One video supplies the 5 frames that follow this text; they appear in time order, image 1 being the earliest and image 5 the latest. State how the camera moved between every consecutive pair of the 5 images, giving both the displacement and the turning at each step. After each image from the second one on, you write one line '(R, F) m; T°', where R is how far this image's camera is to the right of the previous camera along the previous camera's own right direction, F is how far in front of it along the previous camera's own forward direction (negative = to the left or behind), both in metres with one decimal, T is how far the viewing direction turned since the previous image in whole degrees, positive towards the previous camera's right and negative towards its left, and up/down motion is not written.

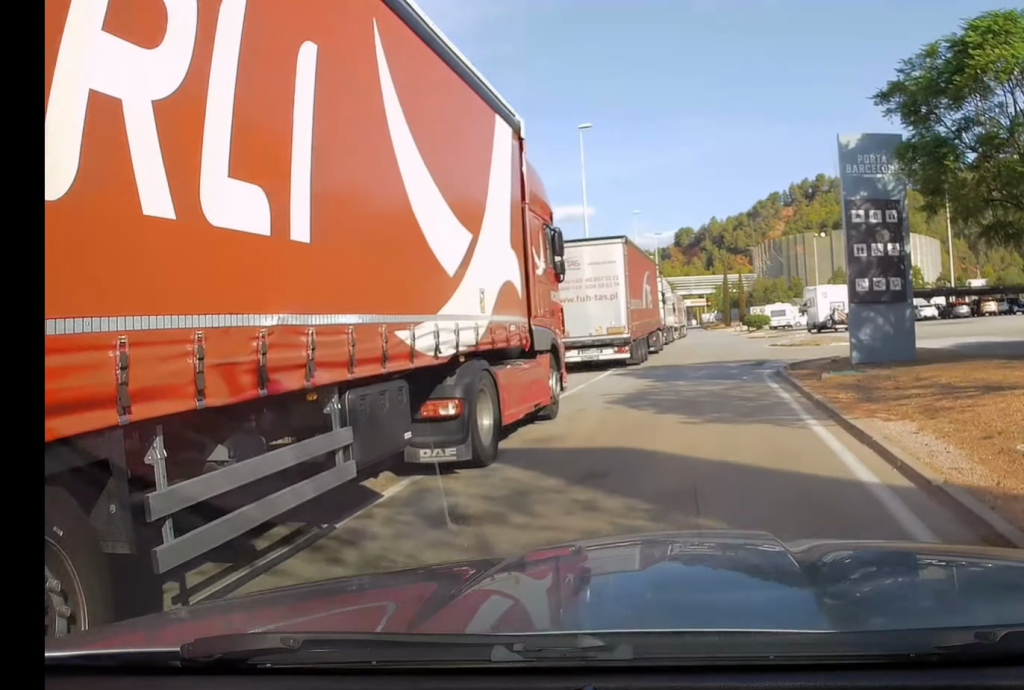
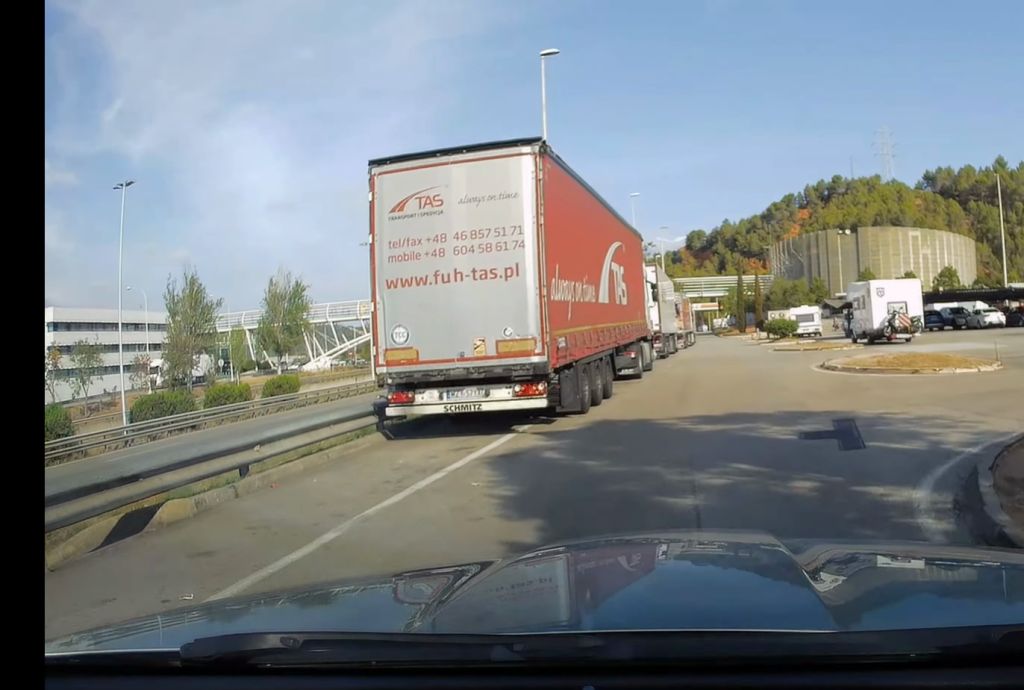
(0.0, +13.1) m; -1°
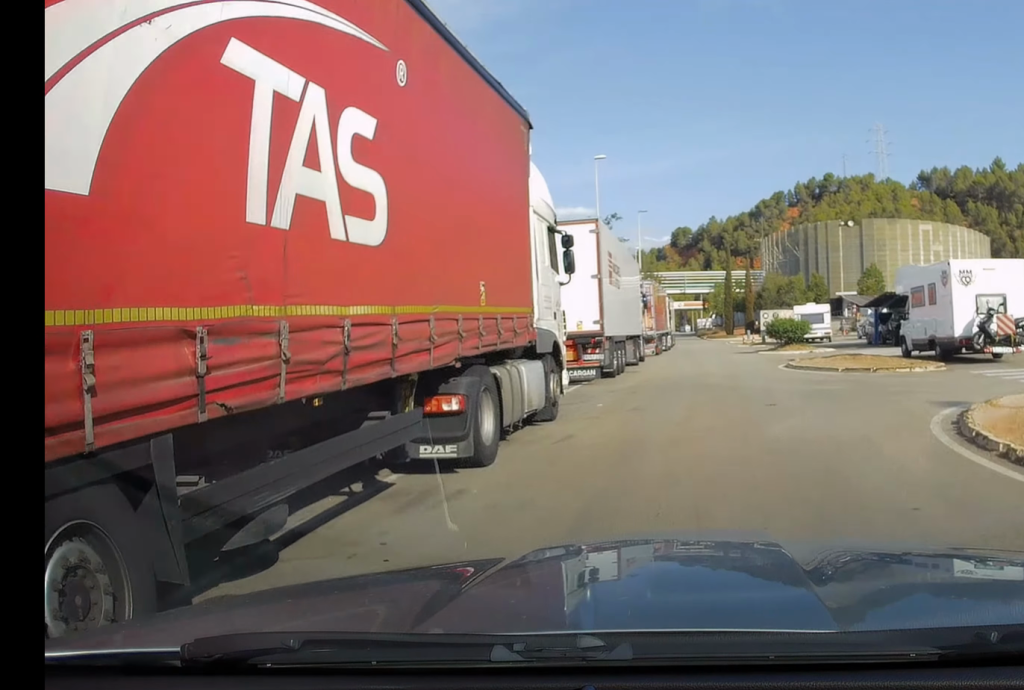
(+0.1, +13.6) m; +2°
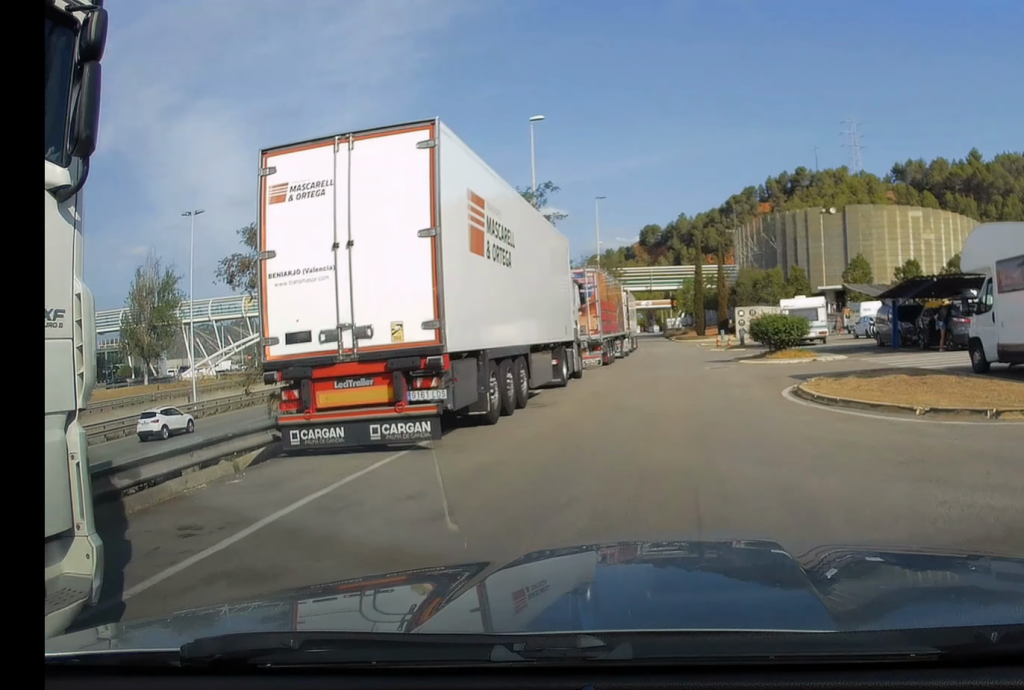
(+0.1, +10.0) m; 0°
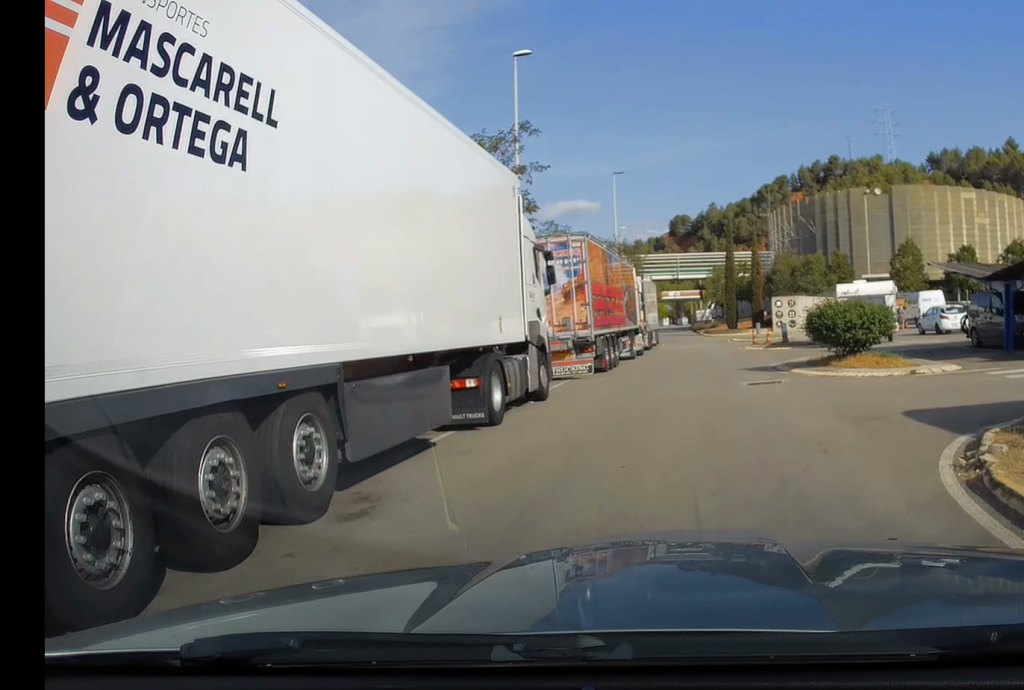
(0.0, +9.7) m; -1°
